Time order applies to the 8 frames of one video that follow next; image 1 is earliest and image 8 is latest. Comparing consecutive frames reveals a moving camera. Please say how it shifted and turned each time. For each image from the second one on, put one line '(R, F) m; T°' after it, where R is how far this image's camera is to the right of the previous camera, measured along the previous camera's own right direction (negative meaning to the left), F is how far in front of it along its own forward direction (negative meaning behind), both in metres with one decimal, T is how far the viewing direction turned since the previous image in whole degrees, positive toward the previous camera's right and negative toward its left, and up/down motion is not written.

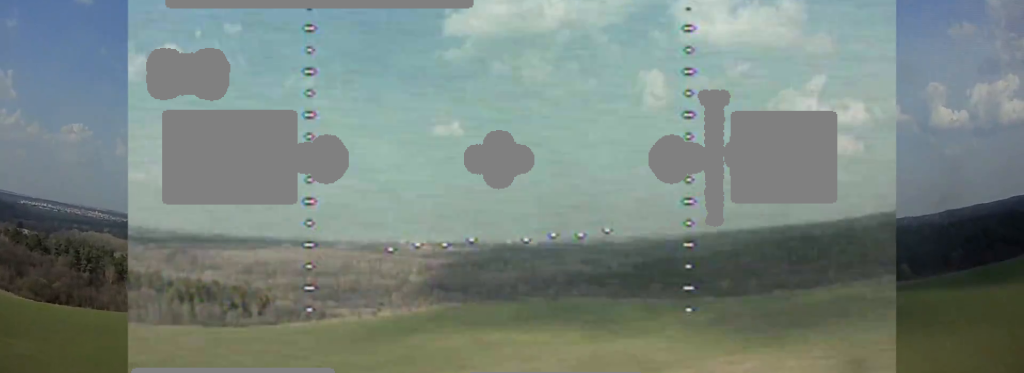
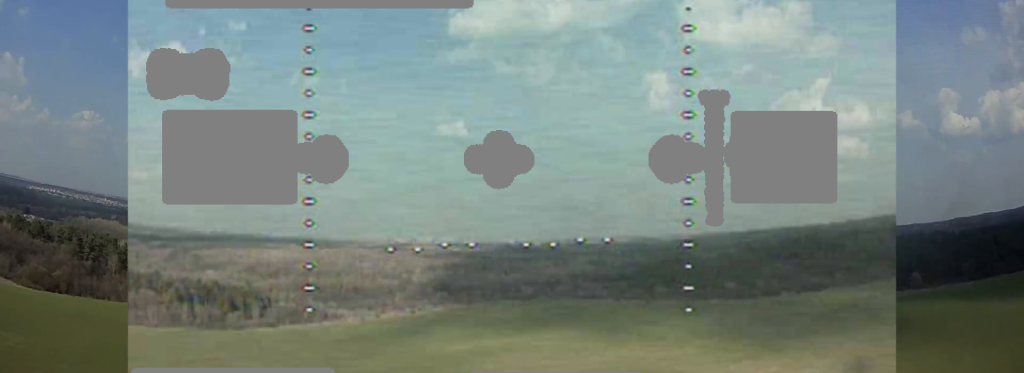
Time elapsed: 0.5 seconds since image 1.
(0.0, +5.9) m; 0°
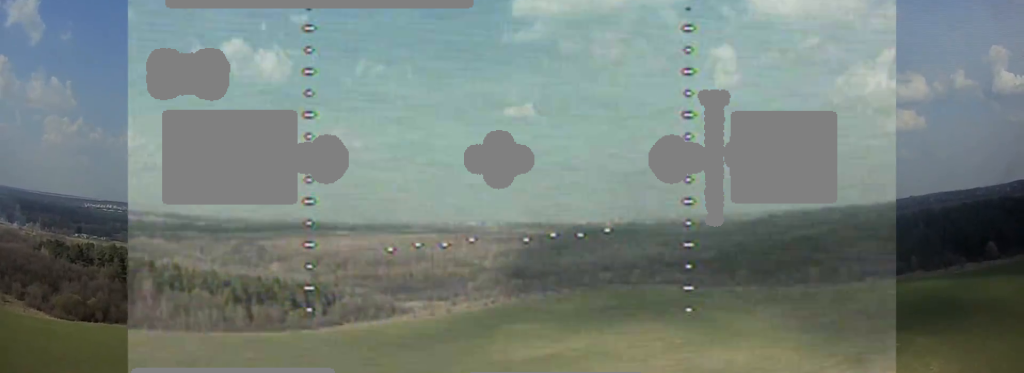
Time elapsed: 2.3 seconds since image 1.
(0.0, +21.5) m; 0°
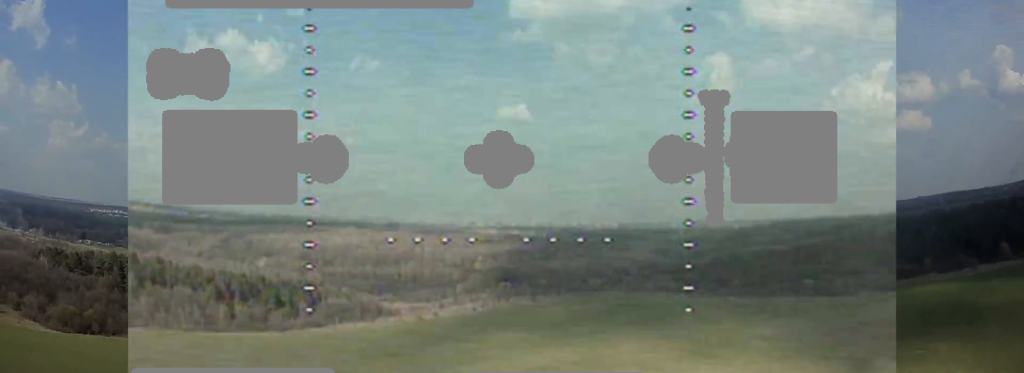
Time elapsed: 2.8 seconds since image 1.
(0.0, +7.8) m; 0°
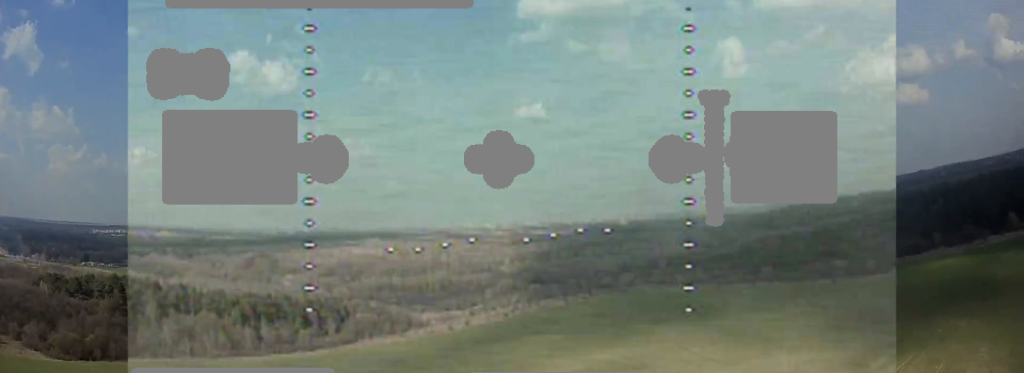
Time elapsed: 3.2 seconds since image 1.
(0.0, +5.8) m; 0°
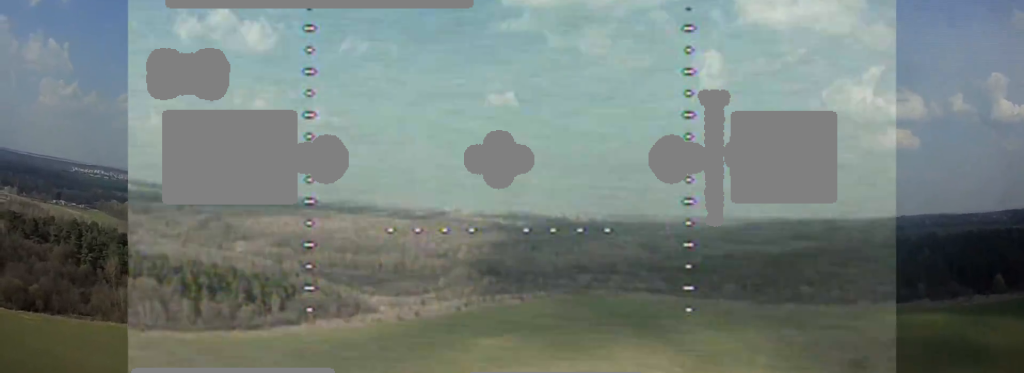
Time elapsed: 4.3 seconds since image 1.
(0.0, +16.0) m; +1°
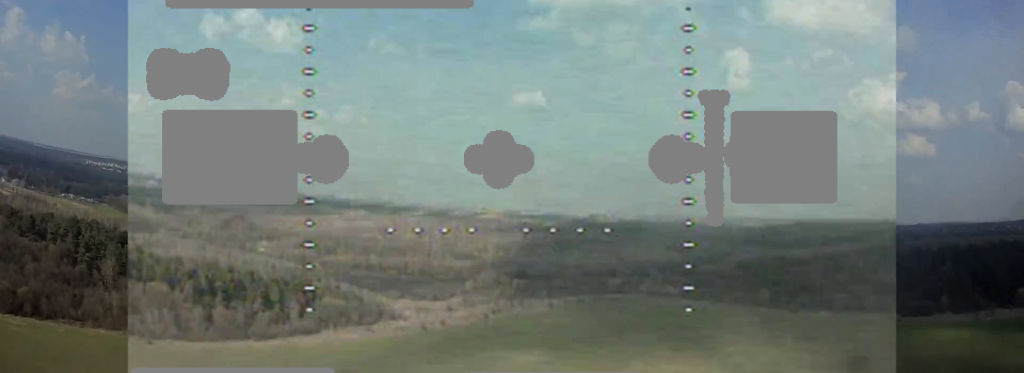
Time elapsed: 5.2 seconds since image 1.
(+0.2, +14.2) m; +1°
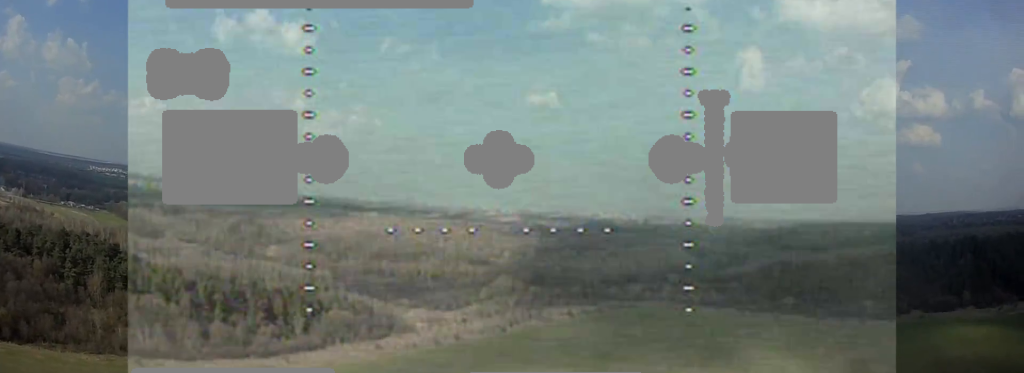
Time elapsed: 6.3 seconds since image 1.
(+0.2, +17.8) m; -3°
